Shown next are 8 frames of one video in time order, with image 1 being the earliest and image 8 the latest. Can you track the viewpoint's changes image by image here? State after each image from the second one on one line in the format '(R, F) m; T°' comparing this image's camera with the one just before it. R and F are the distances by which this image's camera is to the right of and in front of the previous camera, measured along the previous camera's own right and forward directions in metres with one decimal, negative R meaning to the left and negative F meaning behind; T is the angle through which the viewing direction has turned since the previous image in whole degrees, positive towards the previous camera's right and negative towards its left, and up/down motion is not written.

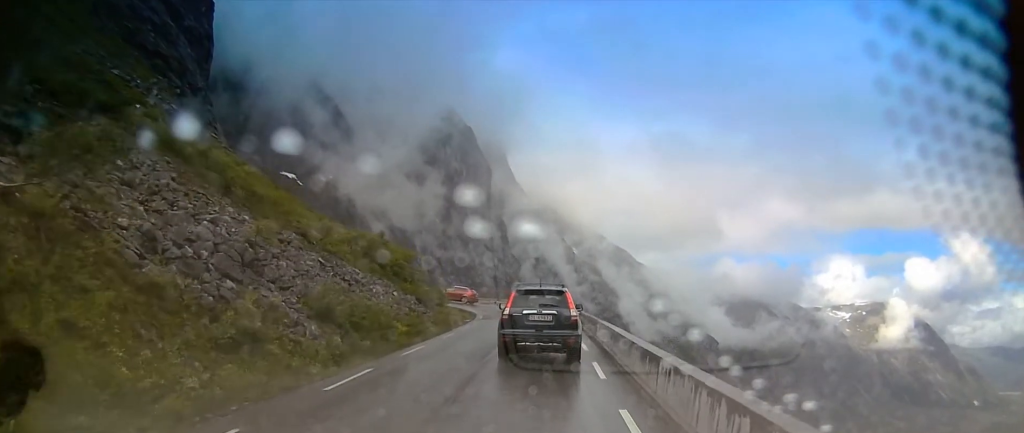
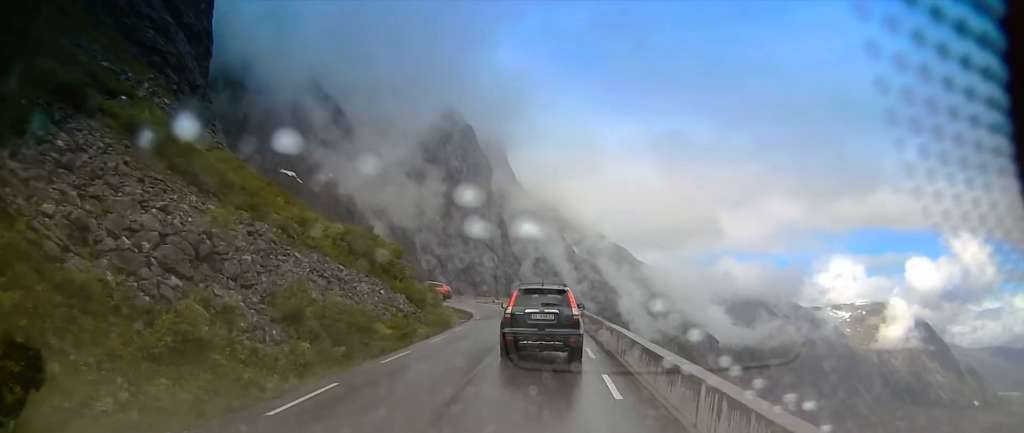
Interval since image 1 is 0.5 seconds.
(0.0, +2.3) m; +1°
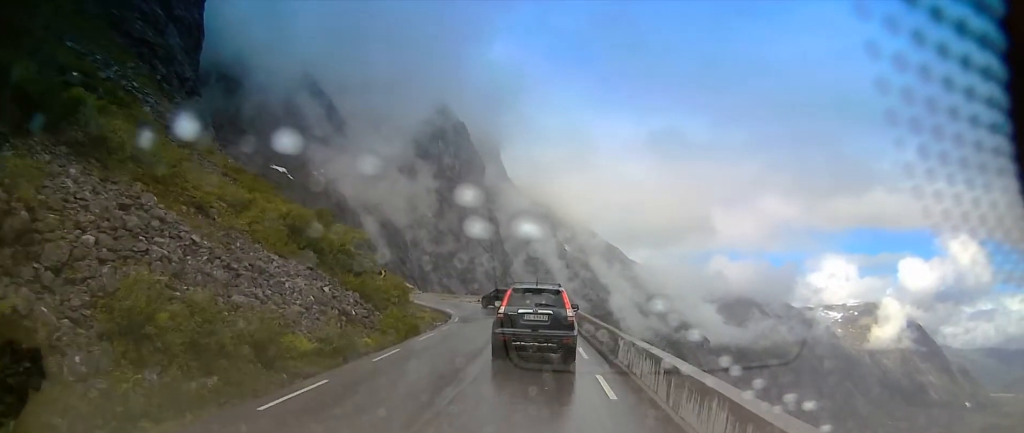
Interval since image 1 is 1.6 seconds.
(0.0, +5.8) m; 0°
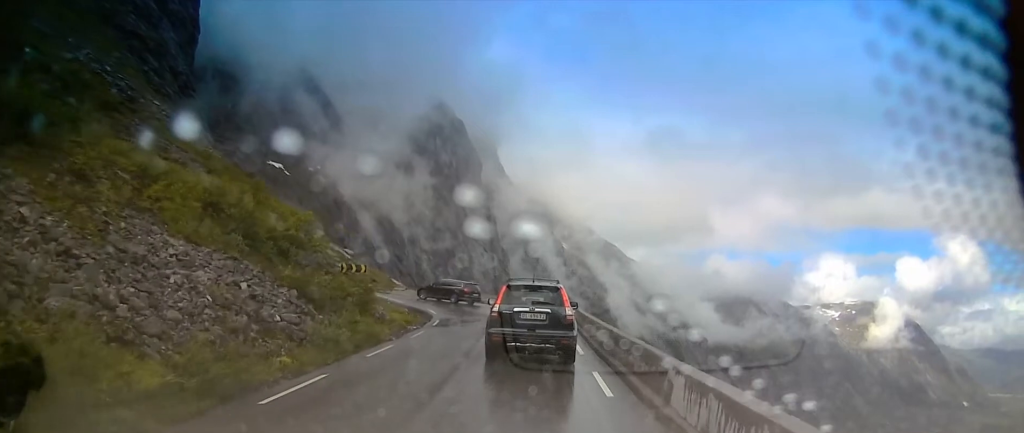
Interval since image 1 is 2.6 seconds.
(0.0, +5.5) m; 0°
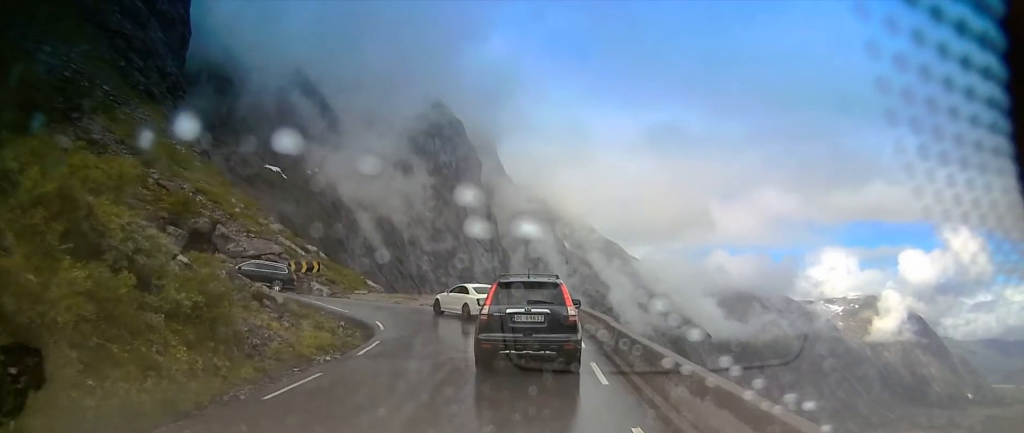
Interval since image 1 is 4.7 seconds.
(0.0, +11.4) m; 0°
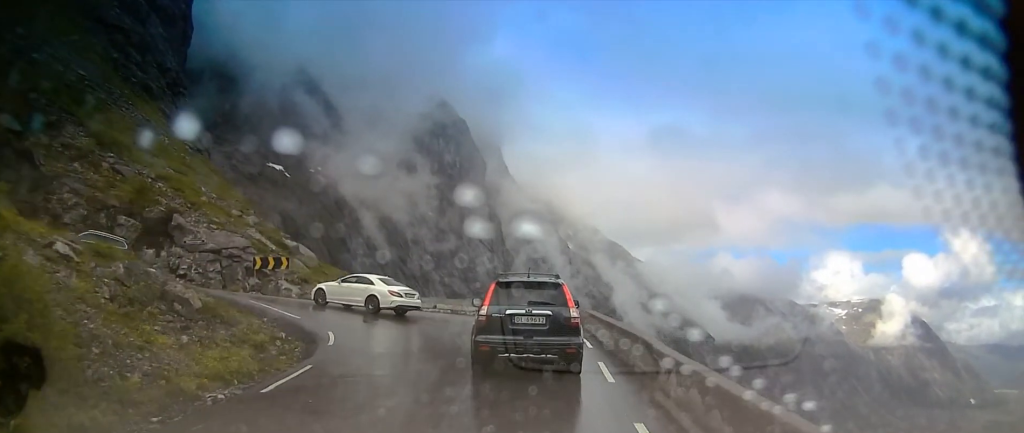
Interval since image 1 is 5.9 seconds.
(-0.1, +6.0) m; -6°
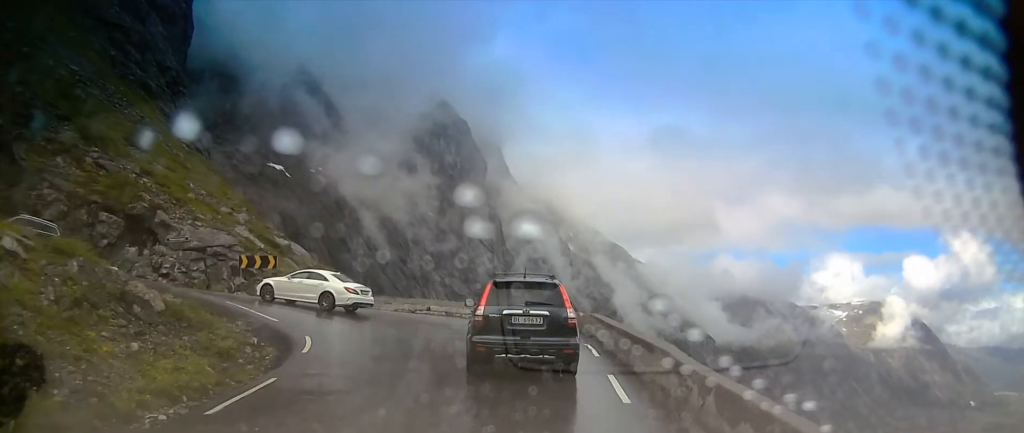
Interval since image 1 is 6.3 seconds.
(-0.1, +1.8) m; -2°
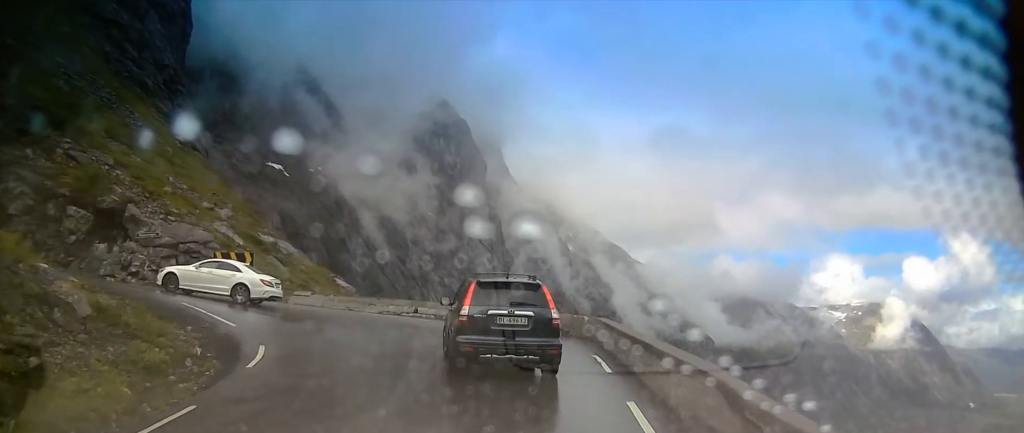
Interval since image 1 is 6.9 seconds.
(-0.1, +2.8) m; -3°
